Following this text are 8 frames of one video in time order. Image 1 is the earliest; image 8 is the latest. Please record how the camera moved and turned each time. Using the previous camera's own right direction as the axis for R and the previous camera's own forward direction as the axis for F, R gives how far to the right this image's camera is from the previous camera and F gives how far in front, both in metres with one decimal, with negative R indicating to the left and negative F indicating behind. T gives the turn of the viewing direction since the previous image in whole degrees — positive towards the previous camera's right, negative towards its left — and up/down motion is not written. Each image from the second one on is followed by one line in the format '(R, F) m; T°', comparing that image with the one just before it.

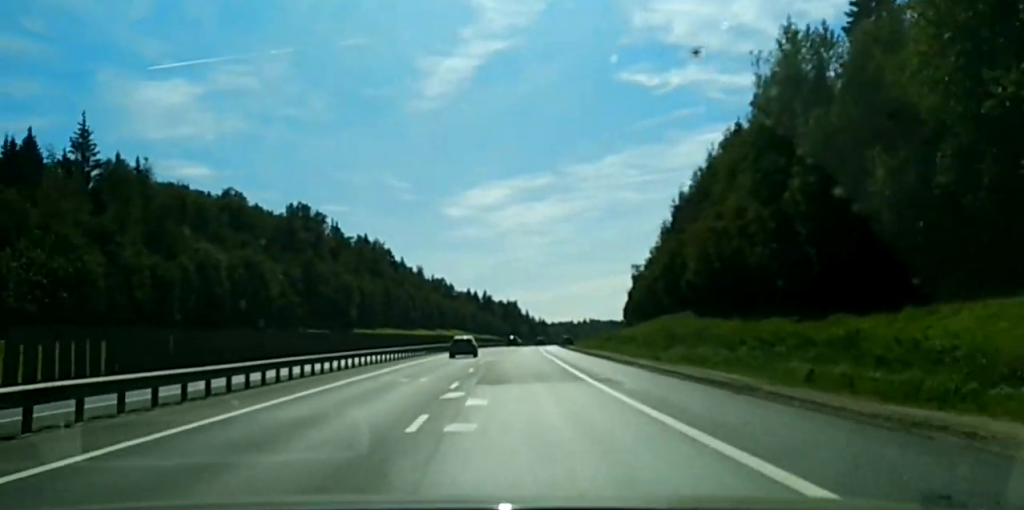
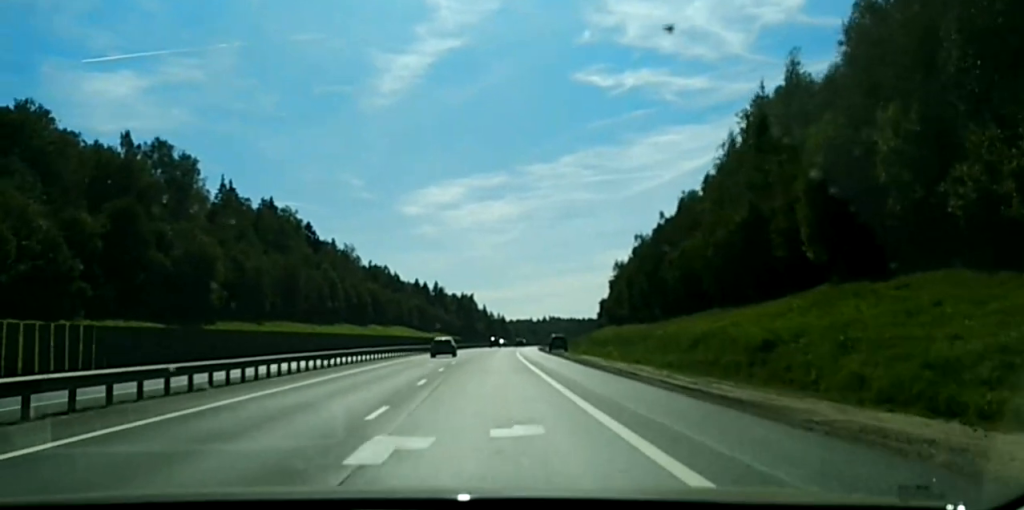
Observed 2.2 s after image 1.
(-0.2, +86.3) m; +1°
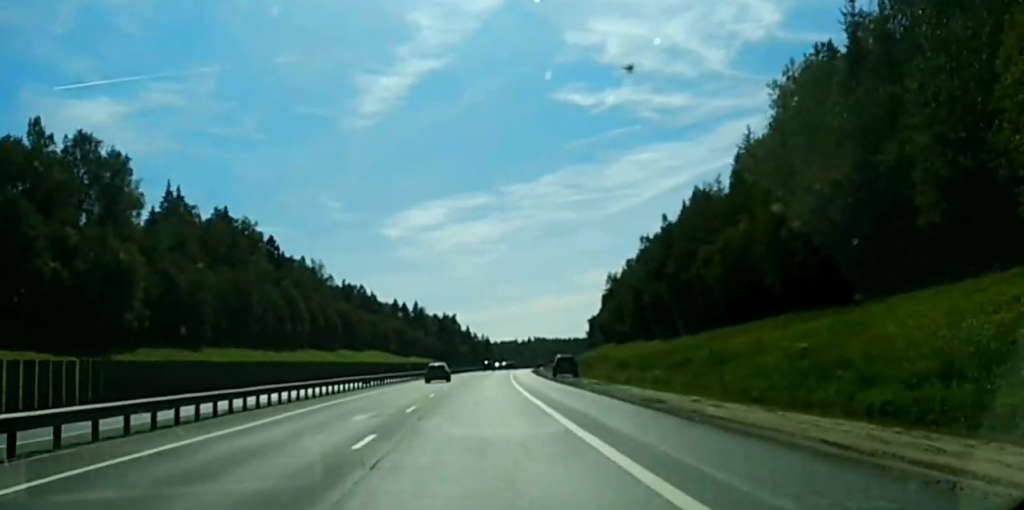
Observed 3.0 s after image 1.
(+0.3, +27.2) m; +2°
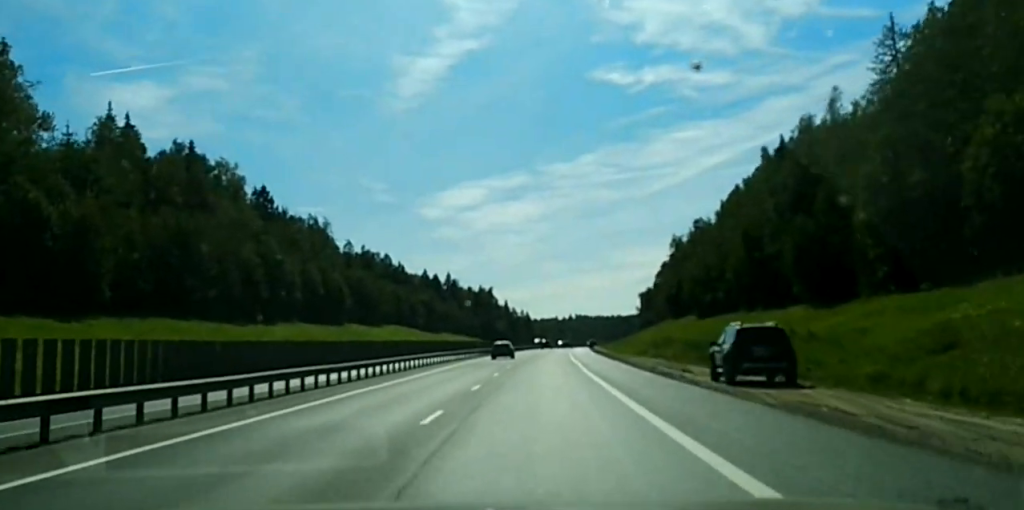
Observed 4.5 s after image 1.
(+2.2, +49.4) m; +2°
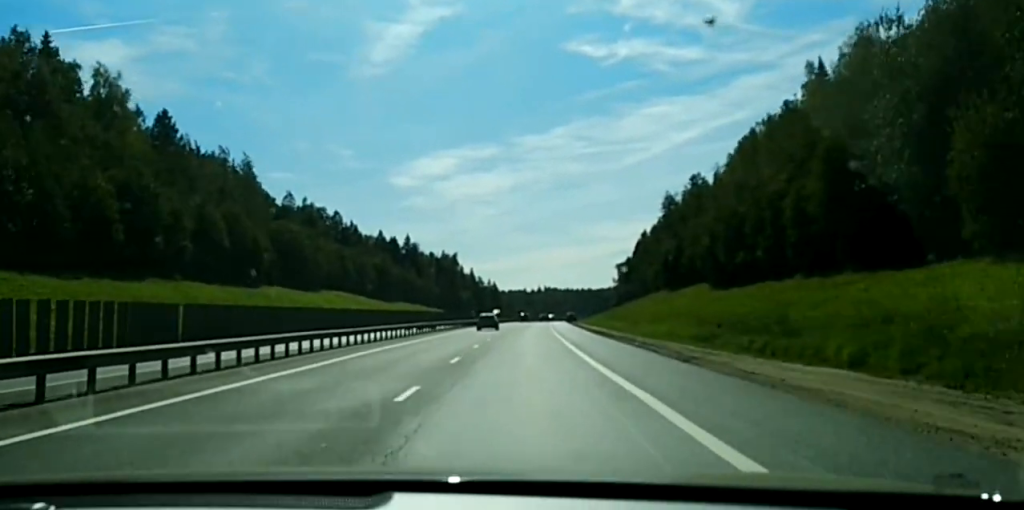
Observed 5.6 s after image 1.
(-1.0, +35.5) m; -1°
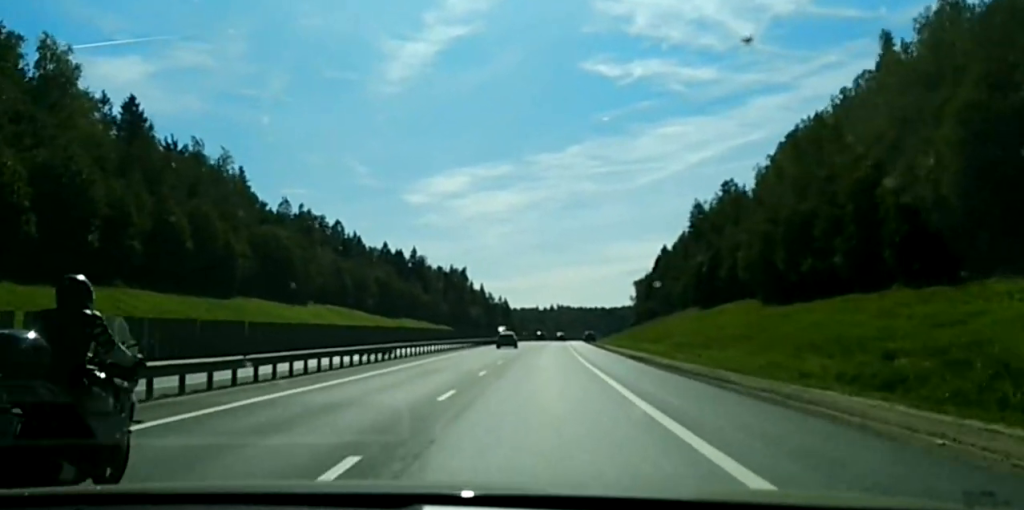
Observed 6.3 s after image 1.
(+0.1, +19.4) m; +1°
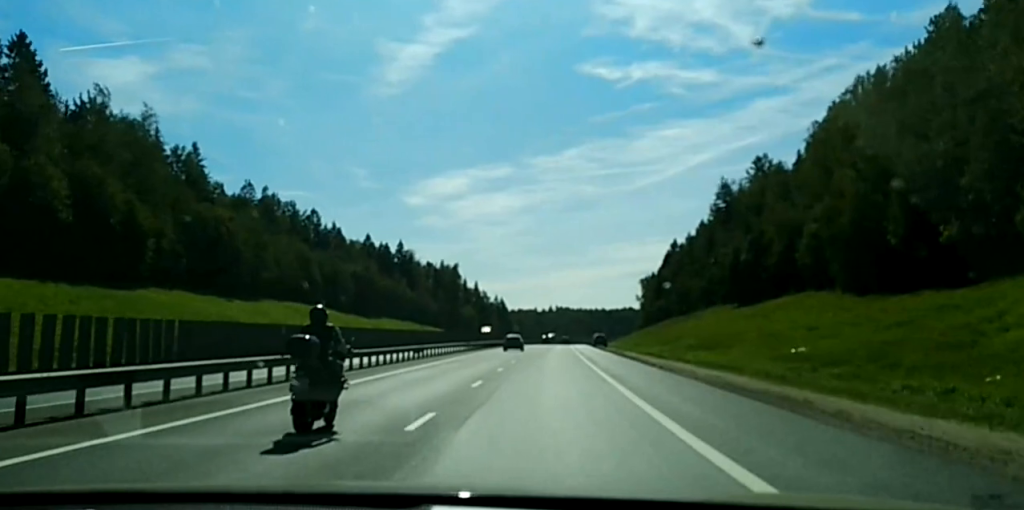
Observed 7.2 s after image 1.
(+0.2, +27.8) m; +1°
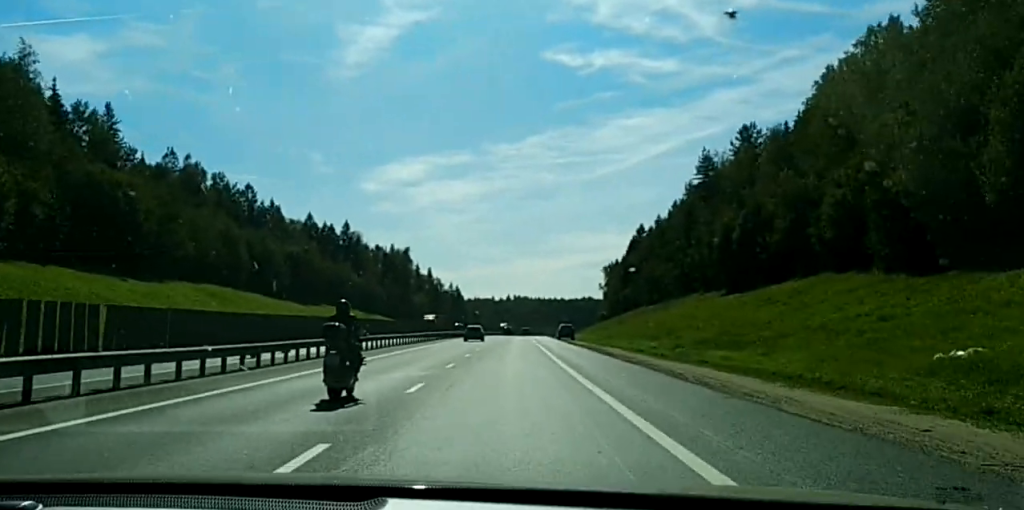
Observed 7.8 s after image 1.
(+0.1, +16.9) m; 0°
